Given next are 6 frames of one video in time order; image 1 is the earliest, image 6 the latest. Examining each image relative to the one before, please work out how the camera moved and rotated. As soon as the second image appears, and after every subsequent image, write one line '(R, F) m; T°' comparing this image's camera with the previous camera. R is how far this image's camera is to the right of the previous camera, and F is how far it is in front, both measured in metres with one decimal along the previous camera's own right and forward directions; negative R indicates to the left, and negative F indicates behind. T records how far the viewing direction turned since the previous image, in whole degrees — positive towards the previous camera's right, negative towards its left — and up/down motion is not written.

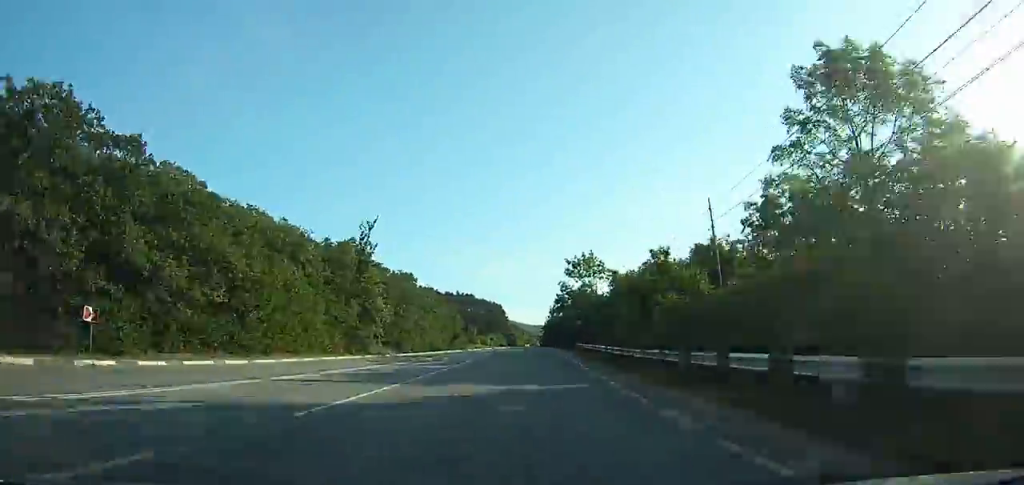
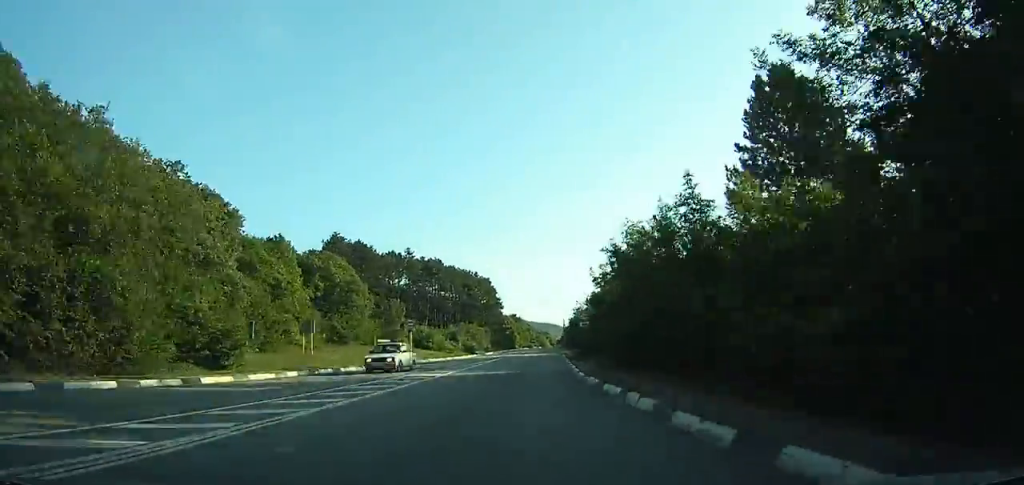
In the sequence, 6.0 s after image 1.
(+6.2, +95.3) m; +4°
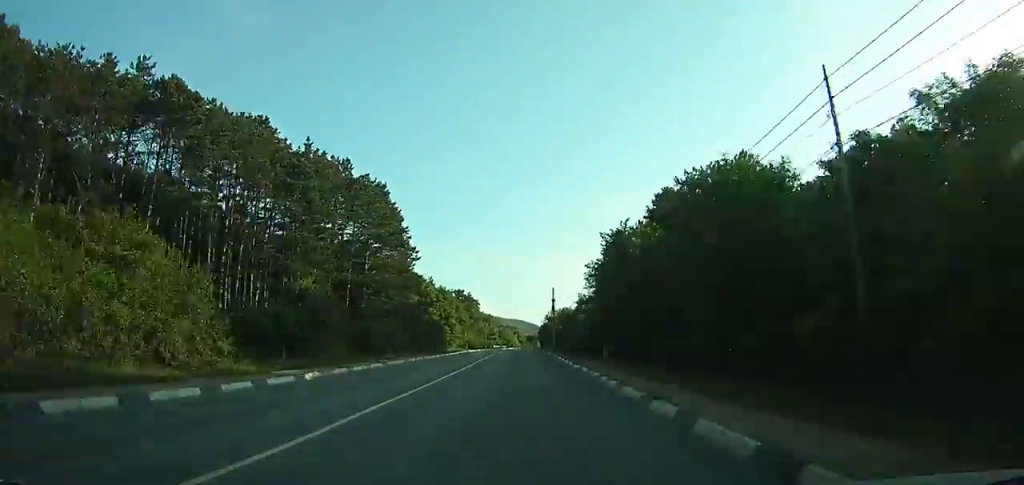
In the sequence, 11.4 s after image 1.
(+1.1, +86.8) m; +2°
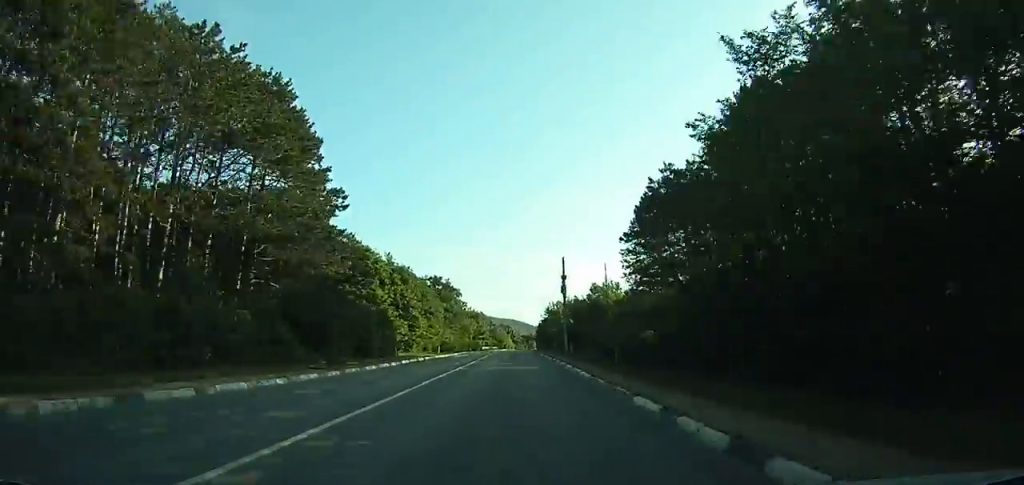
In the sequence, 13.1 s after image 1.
(+0.6, +27.7) m; 0°
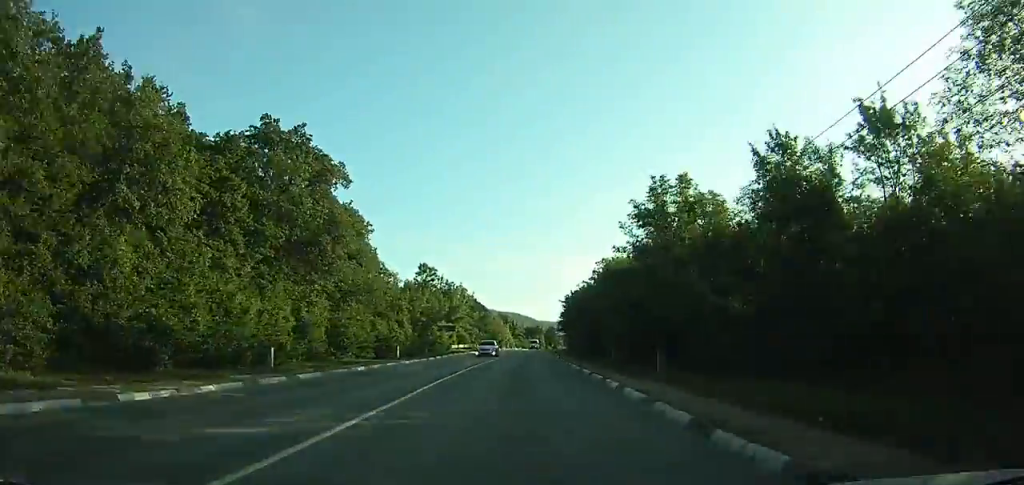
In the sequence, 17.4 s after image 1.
(-0.2, +69.3) m; 0°
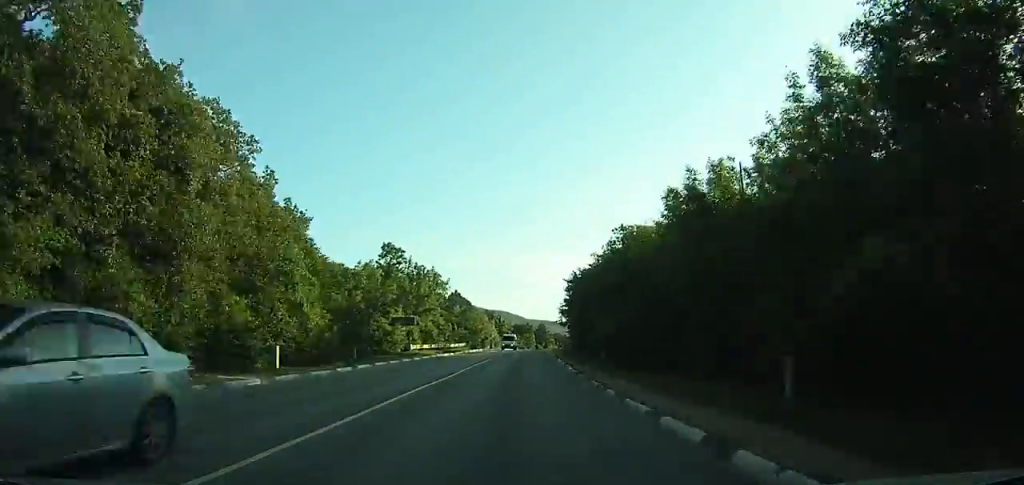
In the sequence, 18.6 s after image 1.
(0.0, +19.2) m; +1°
